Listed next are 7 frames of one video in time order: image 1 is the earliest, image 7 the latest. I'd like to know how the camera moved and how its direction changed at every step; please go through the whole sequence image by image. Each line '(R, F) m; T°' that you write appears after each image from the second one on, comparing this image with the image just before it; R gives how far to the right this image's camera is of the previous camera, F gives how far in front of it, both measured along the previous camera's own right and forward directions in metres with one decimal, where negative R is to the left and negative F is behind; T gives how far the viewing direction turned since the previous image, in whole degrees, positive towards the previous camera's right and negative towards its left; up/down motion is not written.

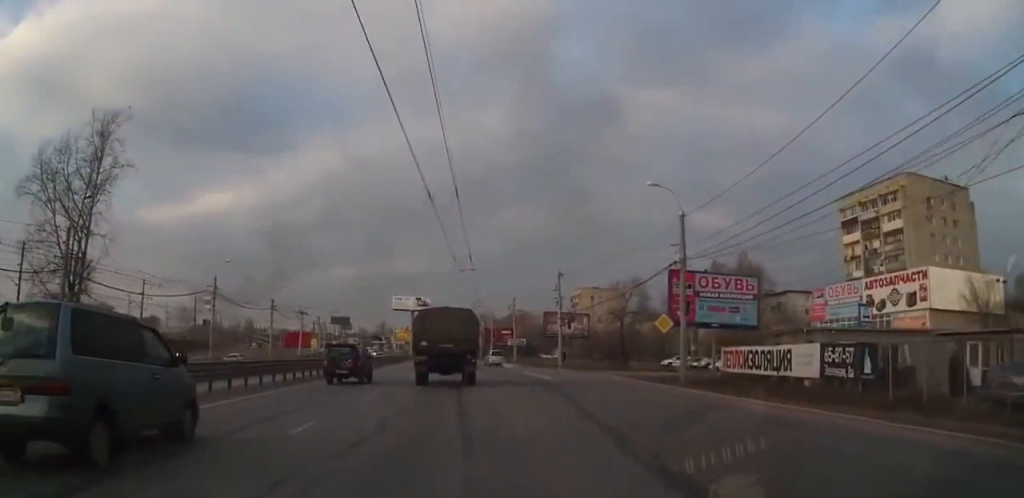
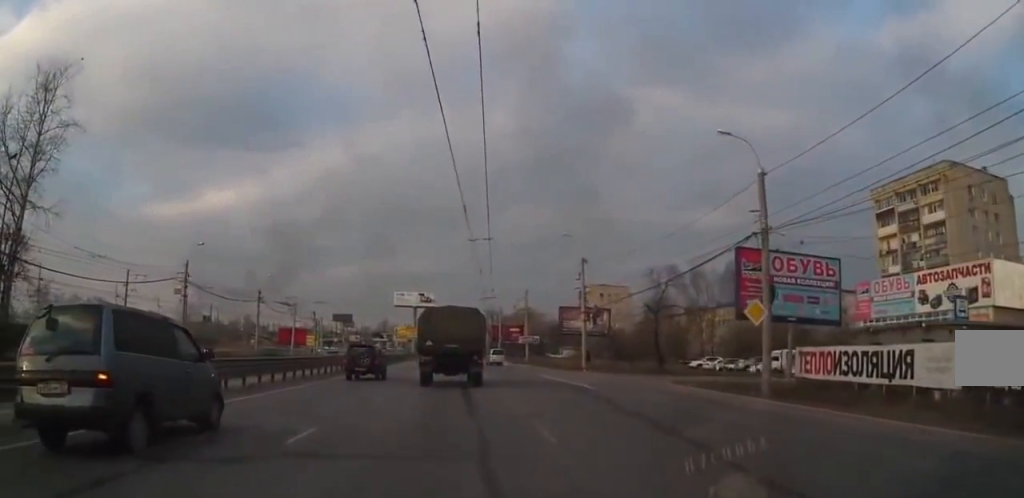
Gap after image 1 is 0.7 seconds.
(-0.1, +9.0) m; 0°
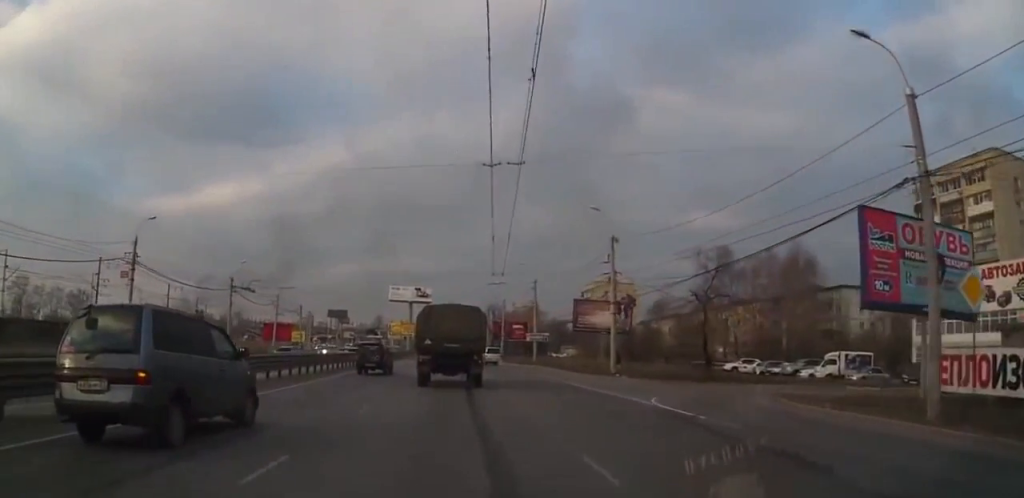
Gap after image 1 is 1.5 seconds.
(0.0, +10.3) m; 0°
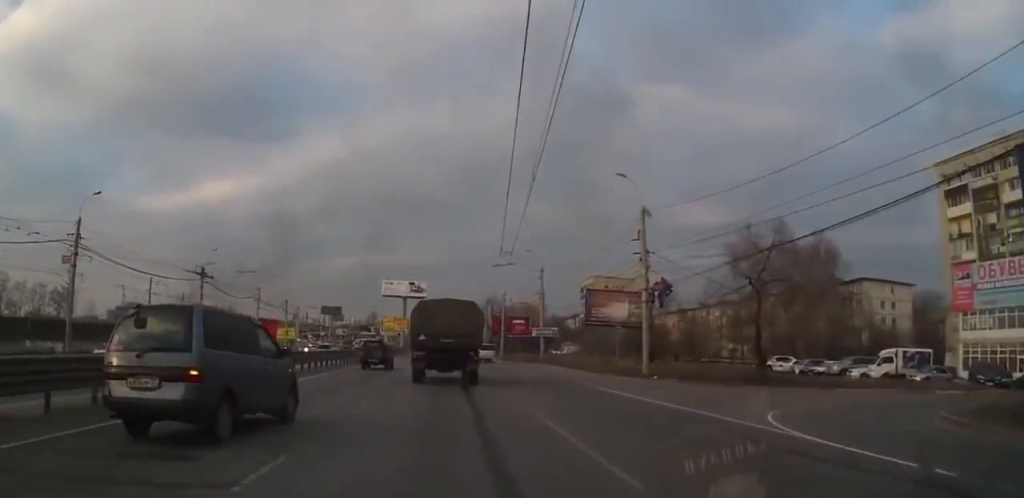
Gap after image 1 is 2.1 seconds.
(0.0, +8.2) m; 0°
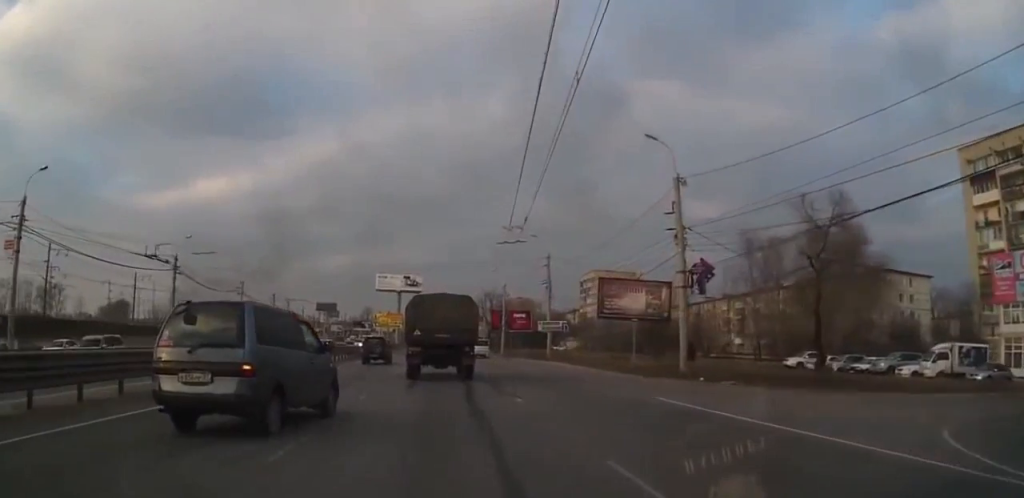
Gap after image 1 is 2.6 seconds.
(0.0, +6.5) m; 0°
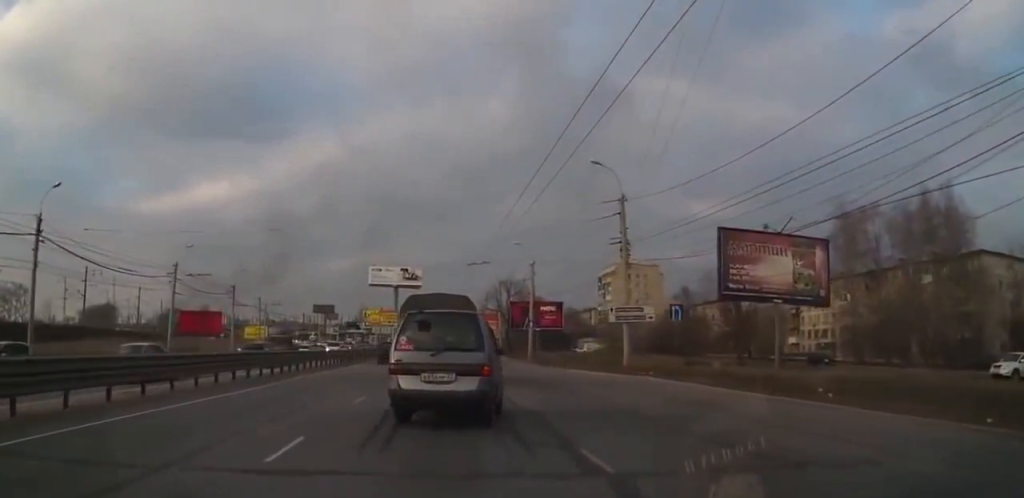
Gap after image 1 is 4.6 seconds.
(-0.1, +24.9) m; -1°
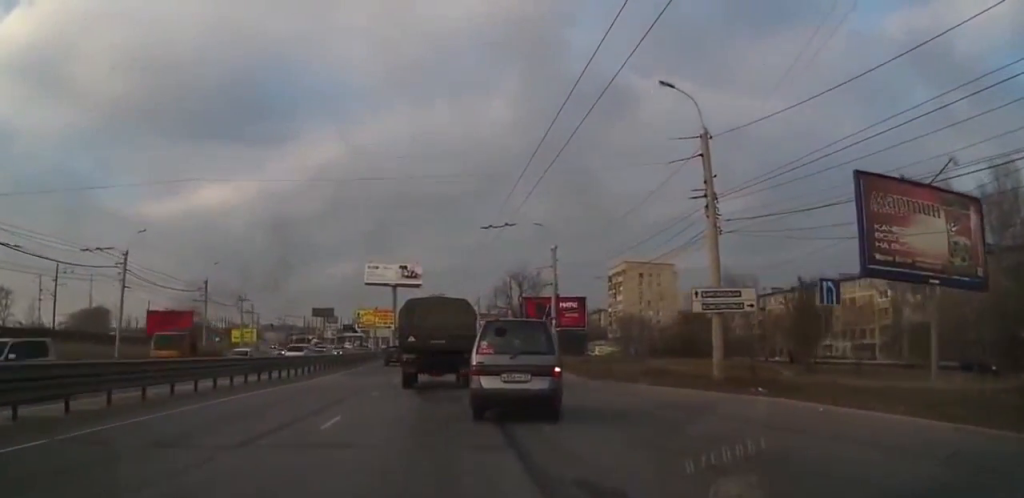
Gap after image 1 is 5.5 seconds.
(0.0, +12.3) m; 0°
